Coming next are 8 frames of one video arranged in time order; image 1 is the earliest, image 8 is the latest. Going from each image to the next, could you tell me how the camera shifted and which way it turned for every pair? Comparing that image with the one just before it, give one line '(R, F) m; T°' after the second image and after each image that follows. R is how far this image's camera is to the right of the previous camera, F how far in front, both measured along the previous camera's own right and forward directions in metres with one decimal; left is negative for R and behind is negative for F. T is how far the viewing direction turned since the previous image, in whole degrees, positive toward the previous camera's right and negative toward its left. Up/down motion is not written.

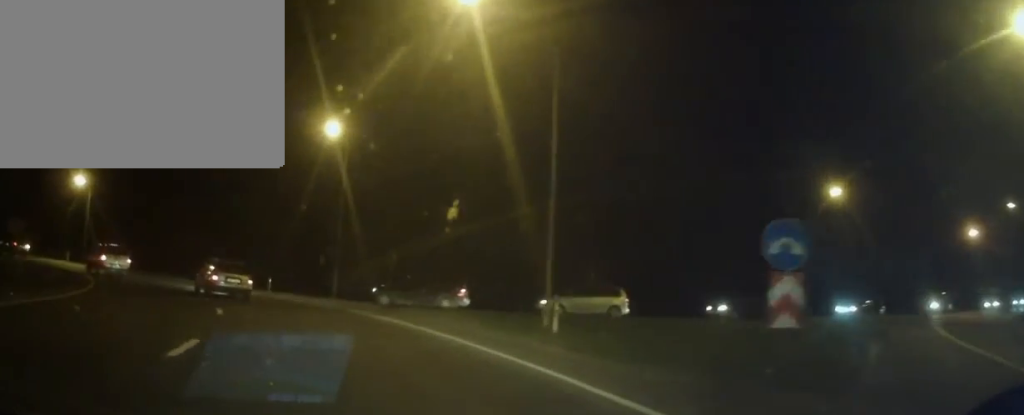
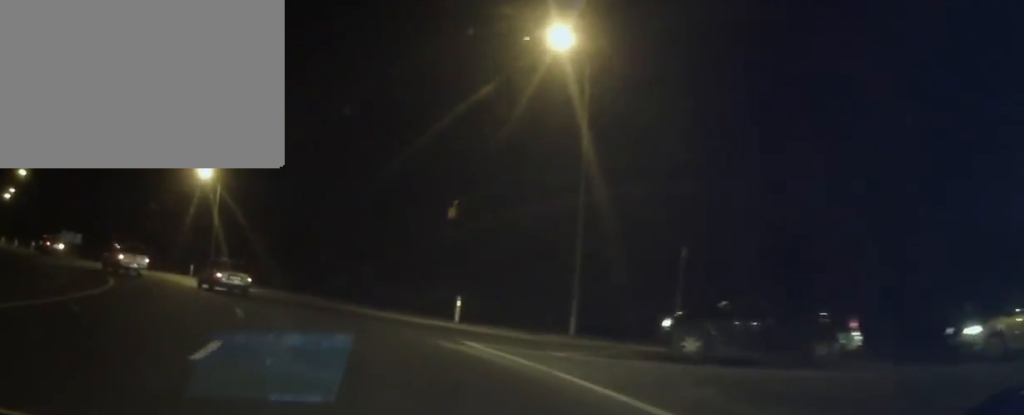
(-1.6, +16.8) m; -14°
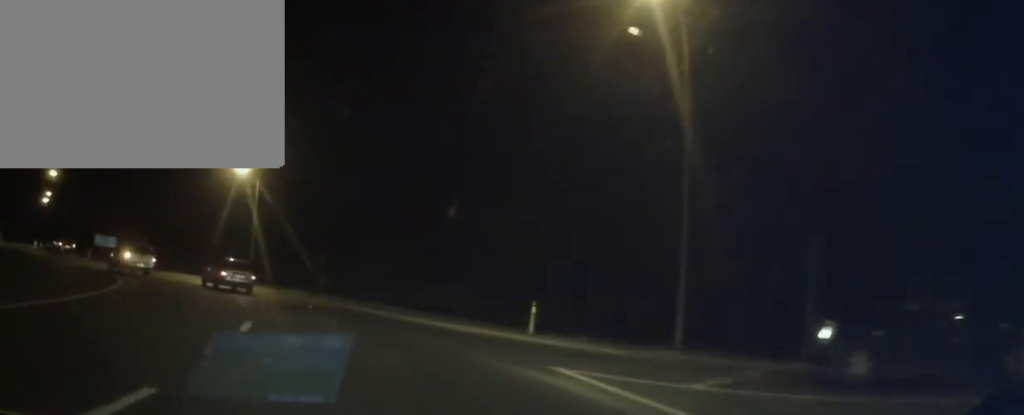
(-0.2, +4.3) m; -4°
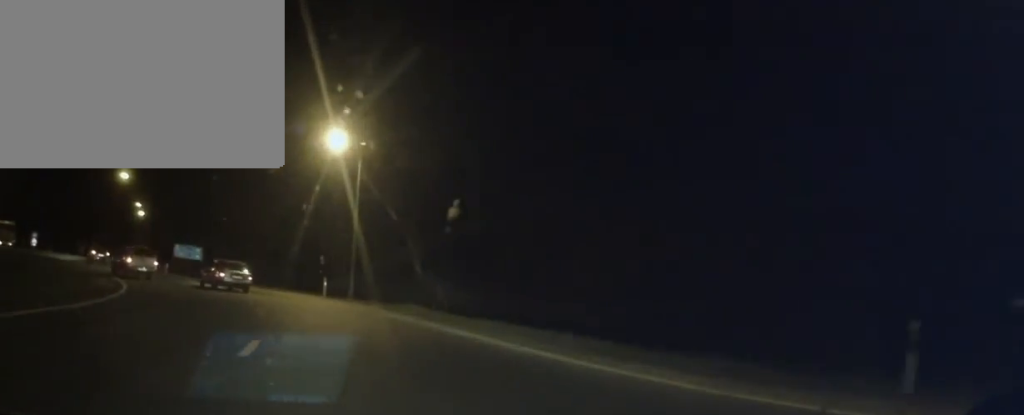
(-1.2, +11.8) m; -12°
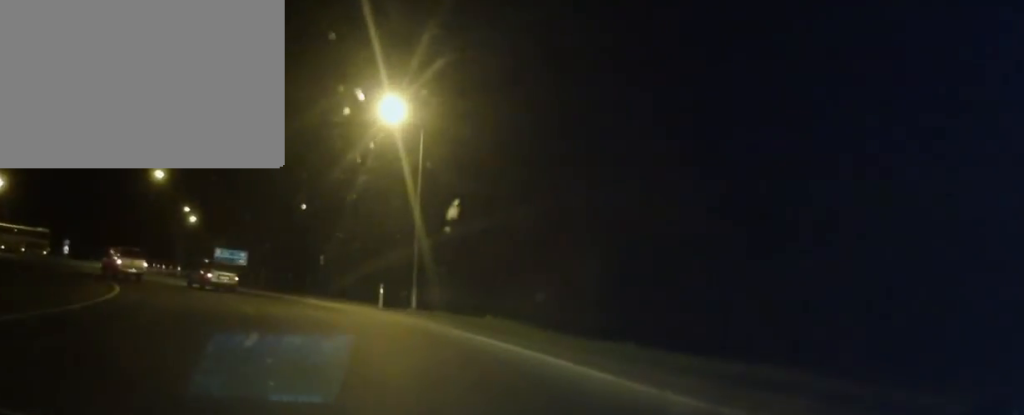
(-0.4, +7.2) m; -8°
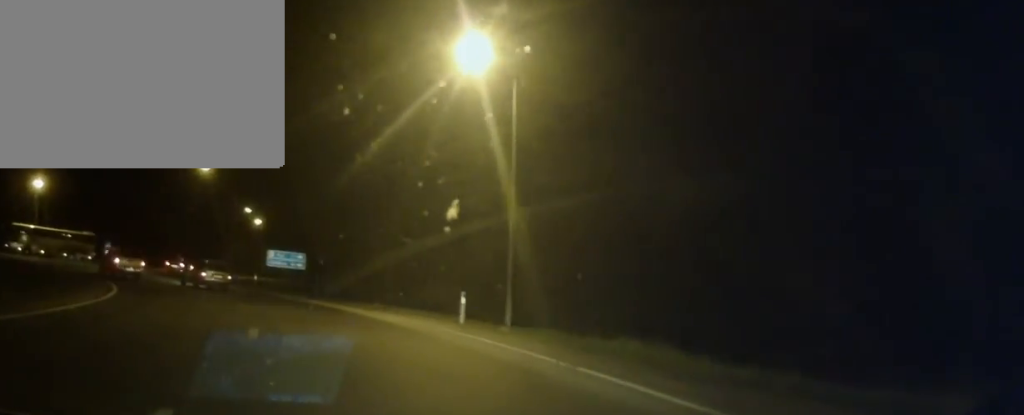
(-0.3, +7.3) m; -9°
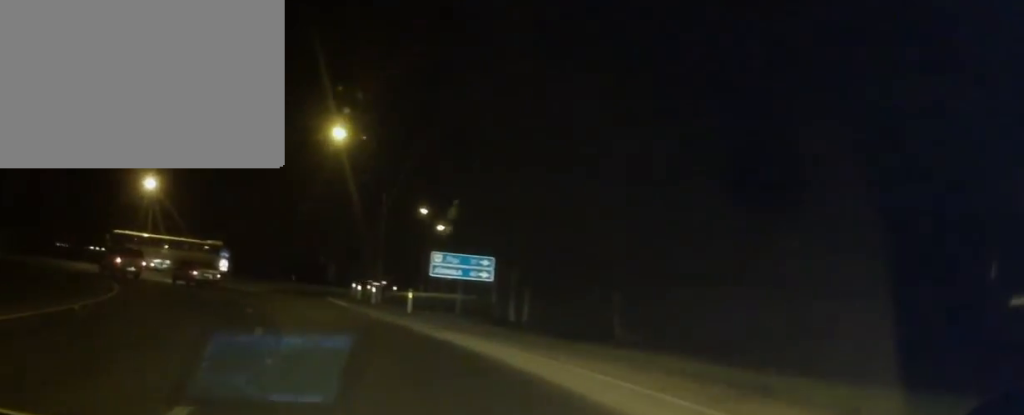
(-2.9, +16.5) m; -17°
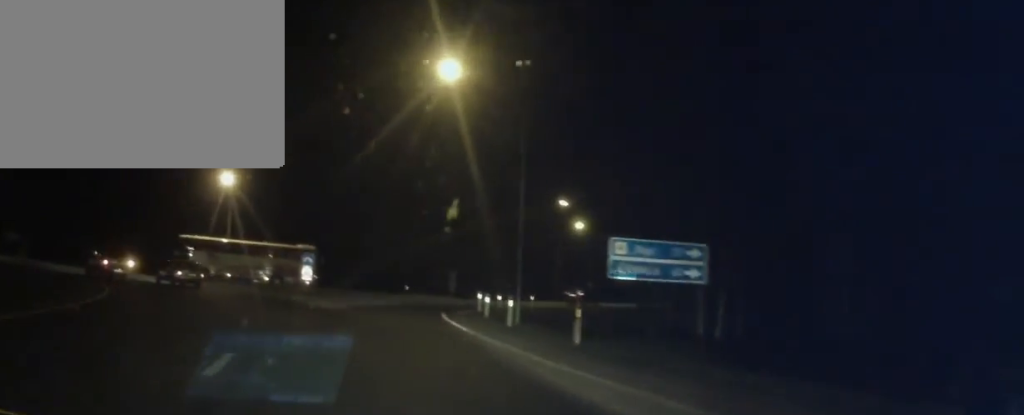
(-0.9, +10.9) m; -11°
